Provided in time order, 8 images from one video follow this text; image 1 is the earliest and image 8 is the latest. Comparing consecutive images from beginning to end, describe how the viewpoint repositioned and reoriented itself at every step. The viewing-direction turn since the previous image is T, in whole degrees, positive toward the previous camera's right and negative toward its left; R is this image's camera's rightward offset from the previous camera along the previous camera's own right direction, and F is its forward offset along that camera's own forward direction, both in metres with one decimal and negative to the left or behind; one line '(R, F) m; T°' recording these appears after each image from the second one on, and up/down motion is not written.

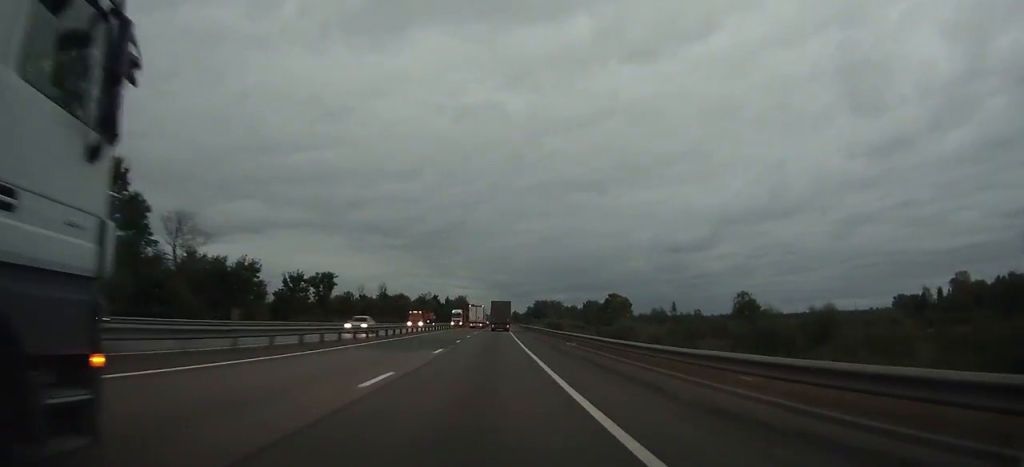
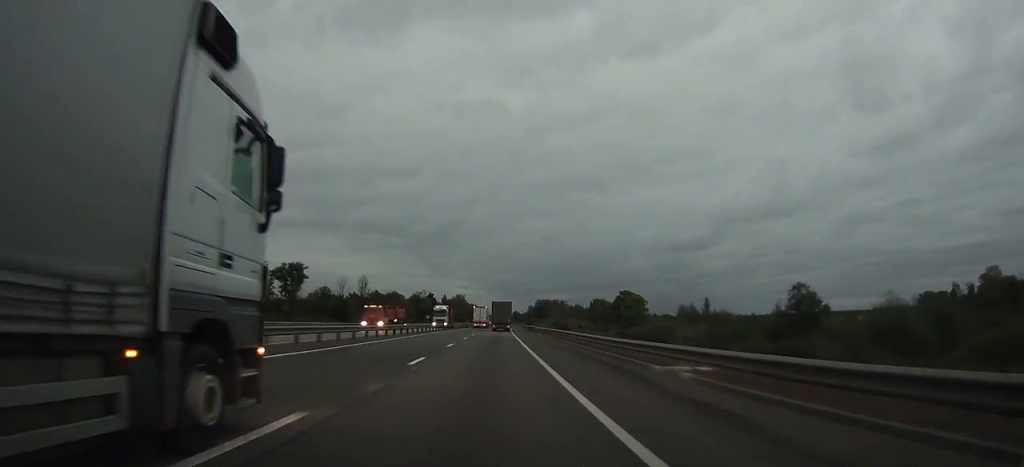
(0.0, +18.7) m; 0°
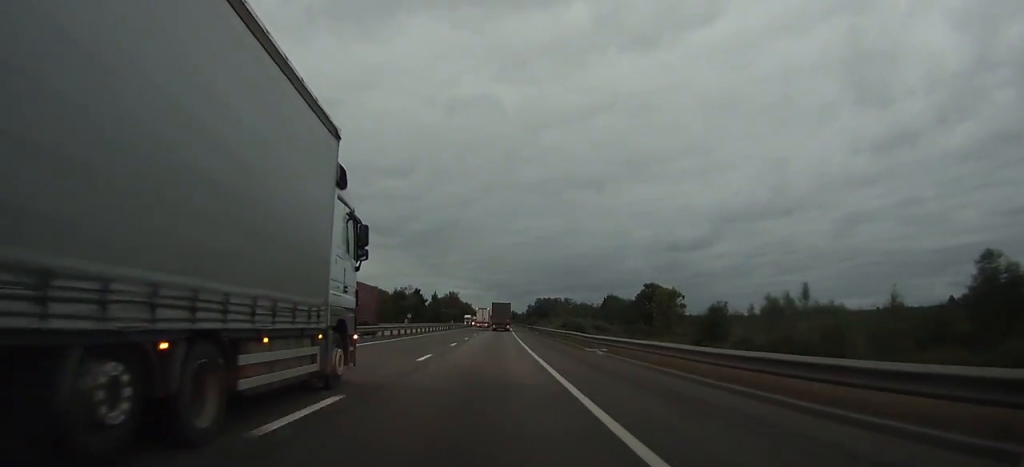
(+0.1, +34.4) m; 0°
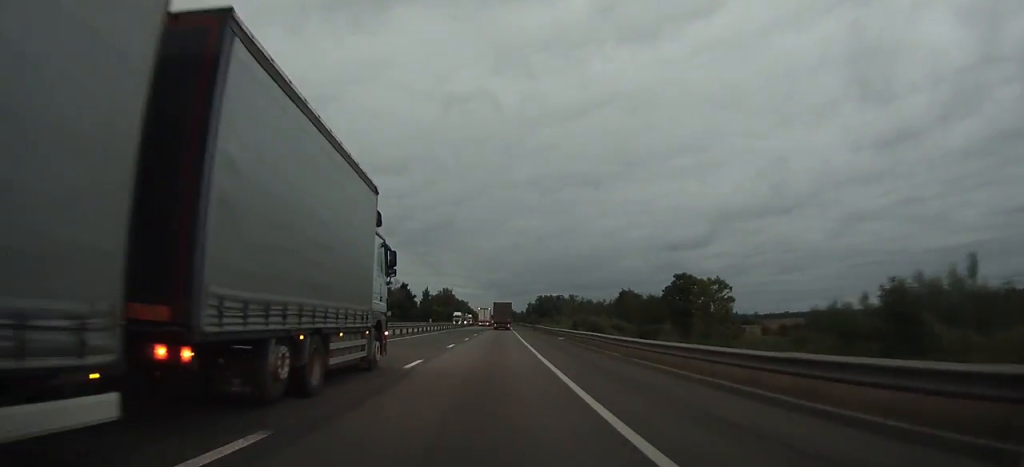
(0.0, +27.0) m; 0°
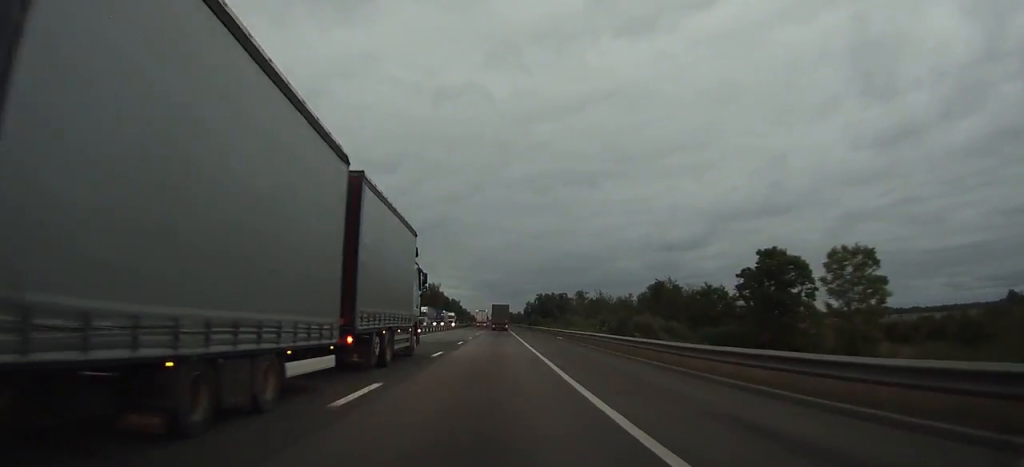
(+0.2, +42.5) m; +1°
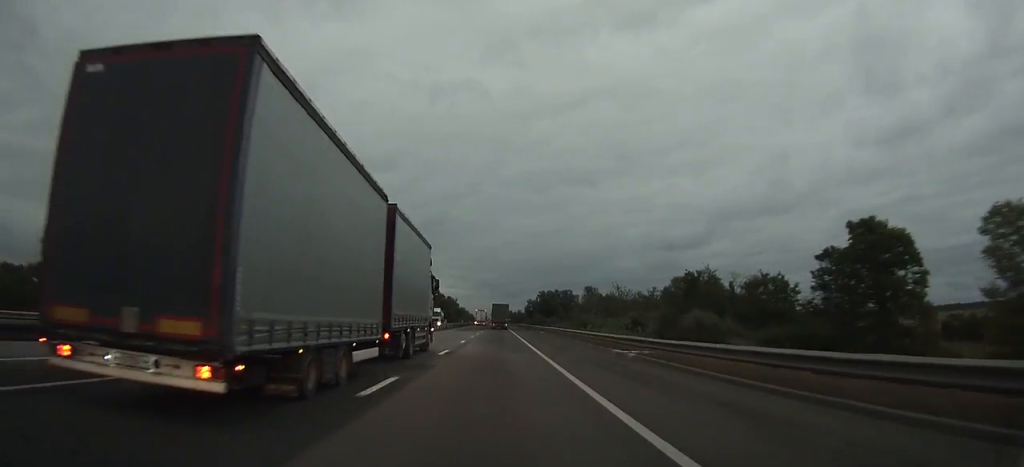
(+0.1, +22.6) m; 0°
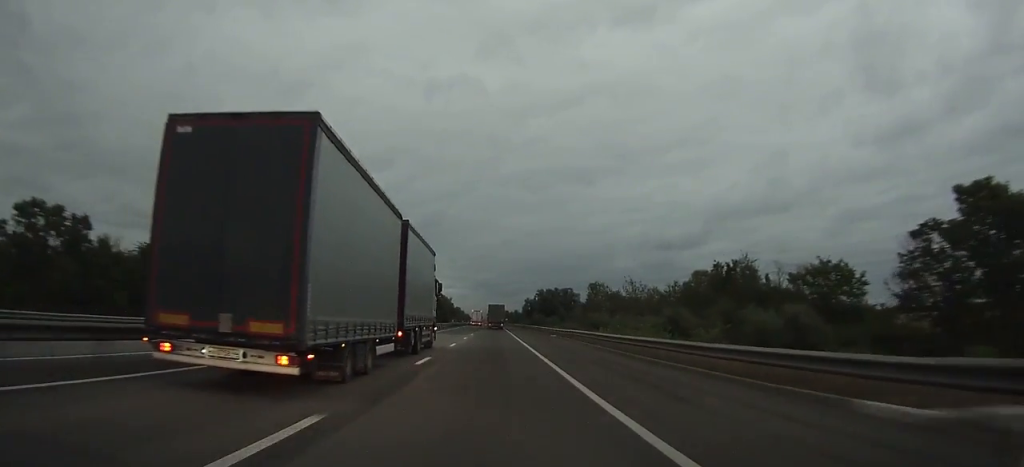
(+0.1, +17.0) m; 0°
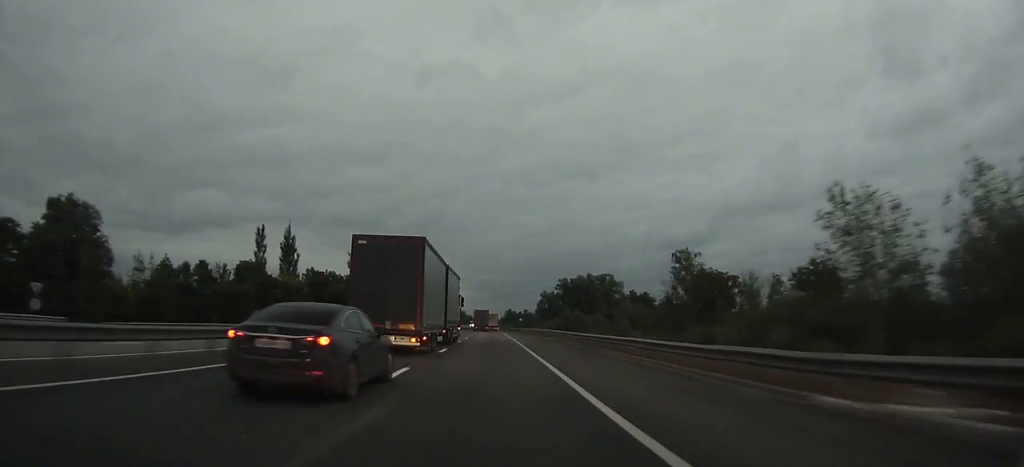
(+0.1, +87.1) m; 0°
